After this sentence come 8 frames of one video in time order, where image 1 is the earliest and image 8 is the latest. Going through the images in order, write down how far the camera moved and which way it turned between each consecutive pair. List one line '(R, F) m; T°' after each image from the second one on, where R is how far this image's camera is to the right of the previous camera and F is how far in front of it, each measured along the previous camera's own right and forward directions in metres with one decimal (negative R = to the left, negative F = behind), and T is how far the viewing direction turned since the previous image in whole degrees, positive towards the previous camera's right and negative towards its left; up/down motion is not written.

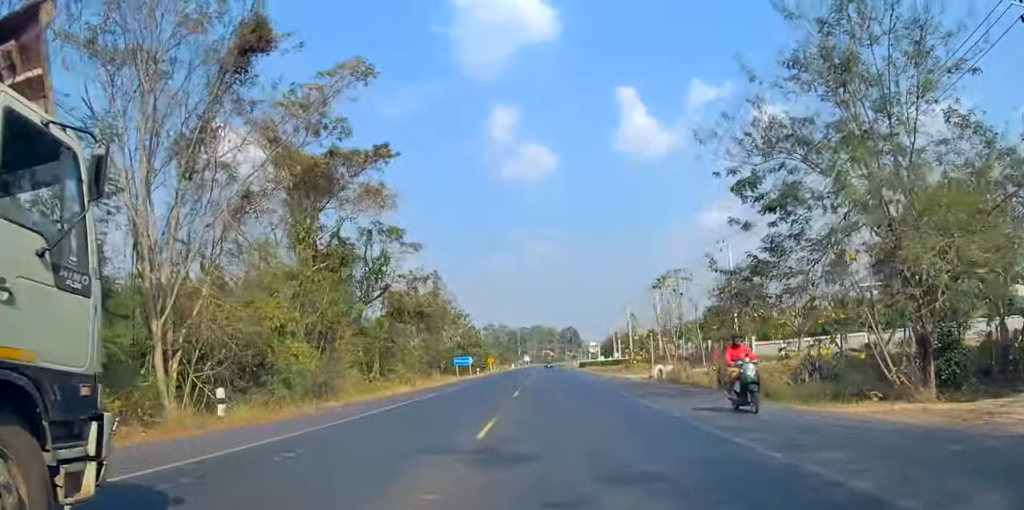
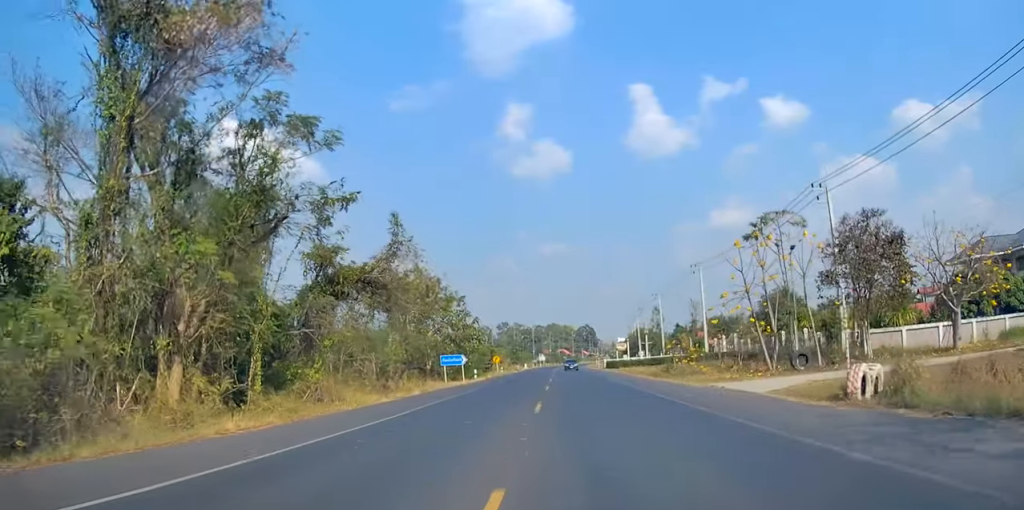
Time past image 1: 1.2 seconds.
(-0.4, +19.3) m; -2°
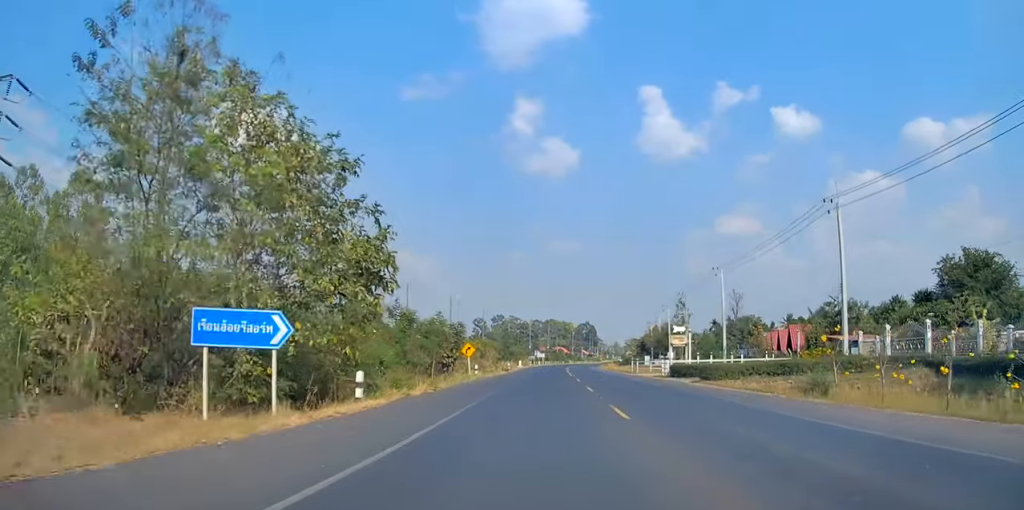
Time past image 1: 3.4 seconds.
(-0.6, +37.9) m; -1°
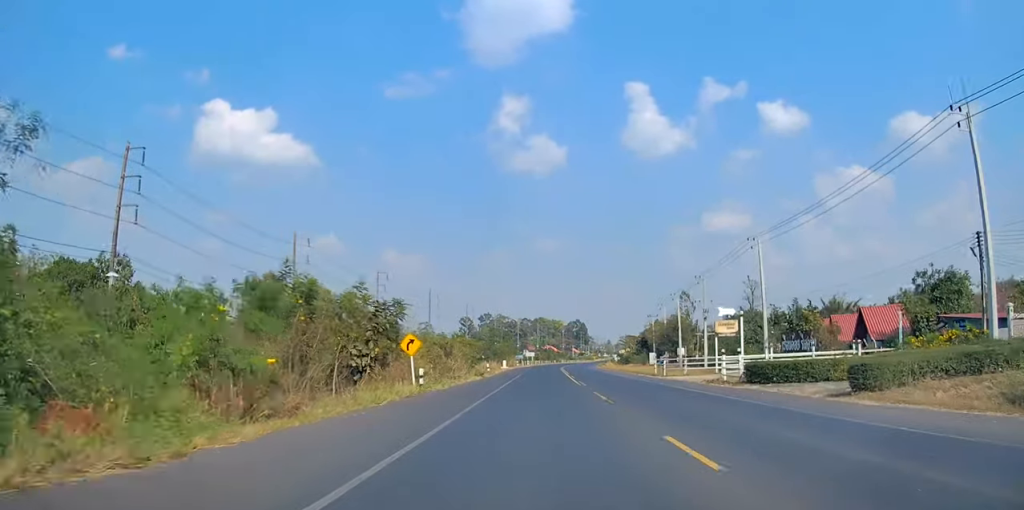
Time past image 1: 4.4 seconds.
(0.0, +18.4) m; 0°
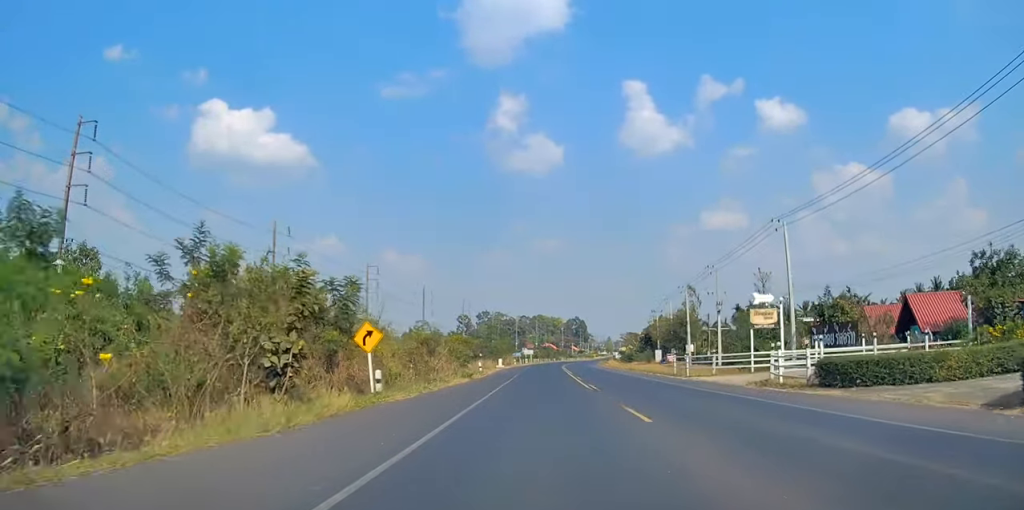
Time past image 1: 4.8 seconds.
(-0.2, +7.2) m; 0°
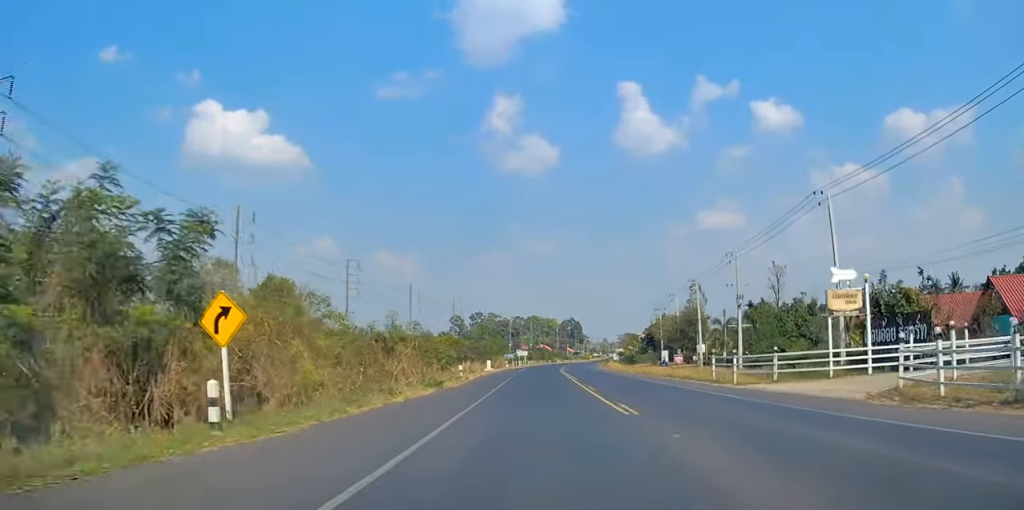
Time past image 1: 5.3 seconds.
(+0.1, +10.1) m; 0°
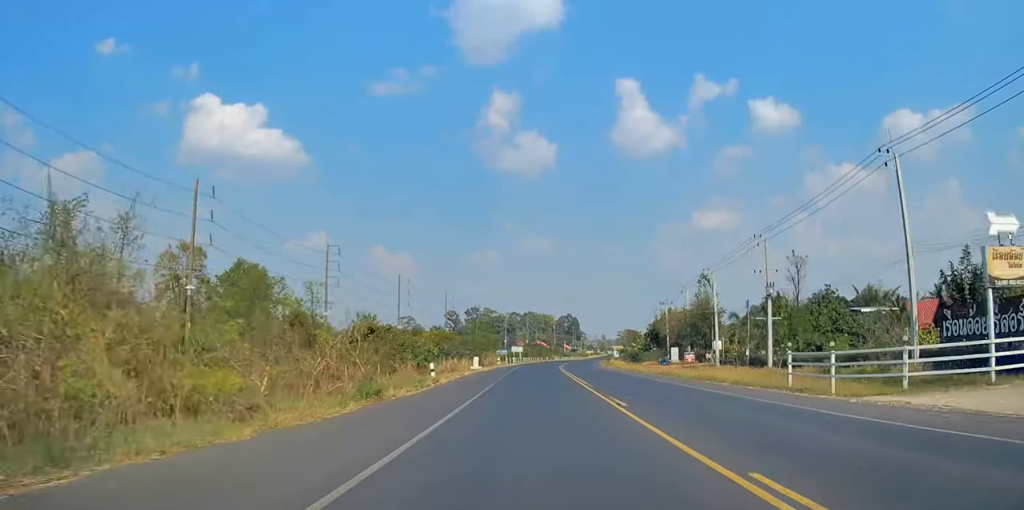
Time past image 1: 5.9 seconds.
(+0.2, +10.1) m; +1°
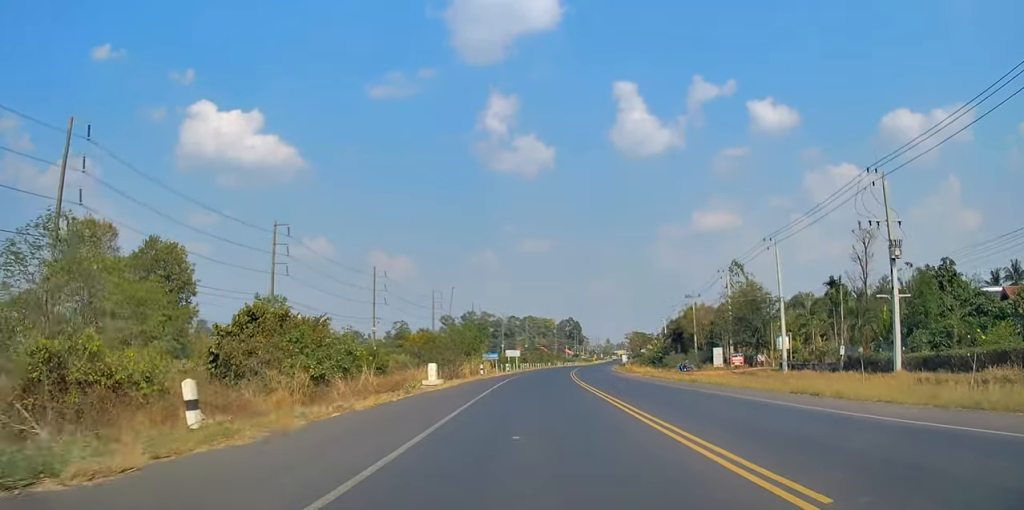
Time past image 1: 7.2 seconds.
(+0.1, +22.2) m; +1°
